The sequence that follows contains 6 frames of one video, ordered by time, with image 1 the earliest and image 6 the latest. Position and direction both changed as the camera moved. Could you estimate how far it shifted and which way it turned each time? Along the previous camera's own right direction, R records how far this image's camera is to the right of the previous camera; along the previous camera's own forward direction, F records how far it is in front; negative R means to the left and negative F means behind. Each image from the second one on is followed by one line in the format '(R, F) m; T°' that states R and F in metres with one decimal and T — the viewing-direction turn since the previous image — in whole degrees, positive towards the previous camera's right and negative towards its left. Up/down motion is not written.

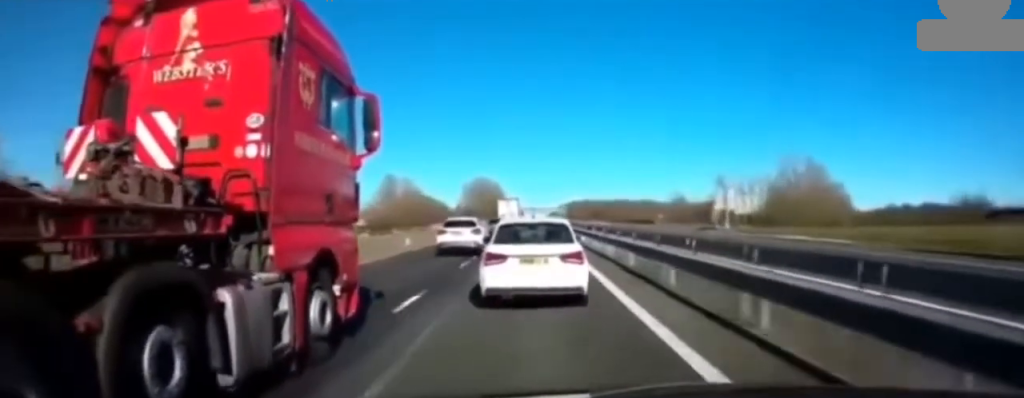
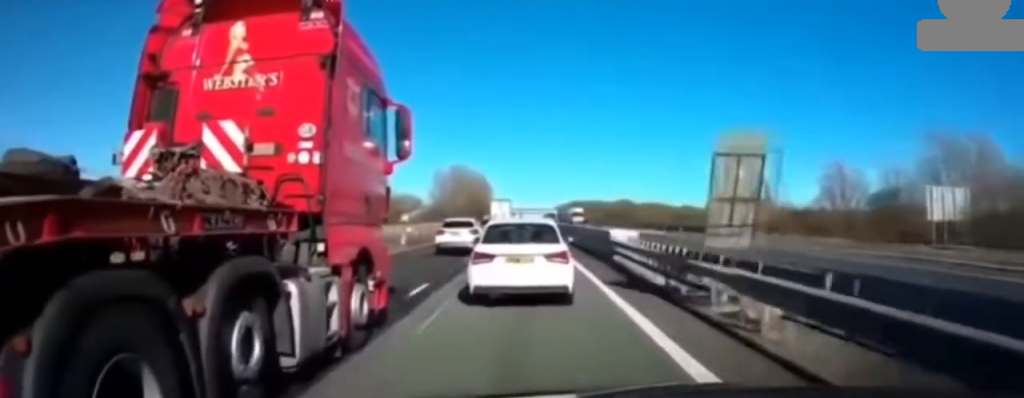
(0.0, +51.2) m; 0°
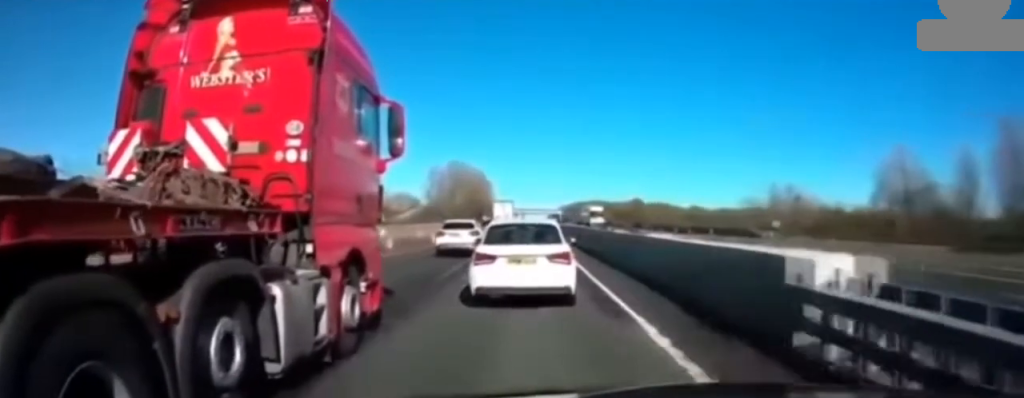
(-0.2, +14.0) m; -1°
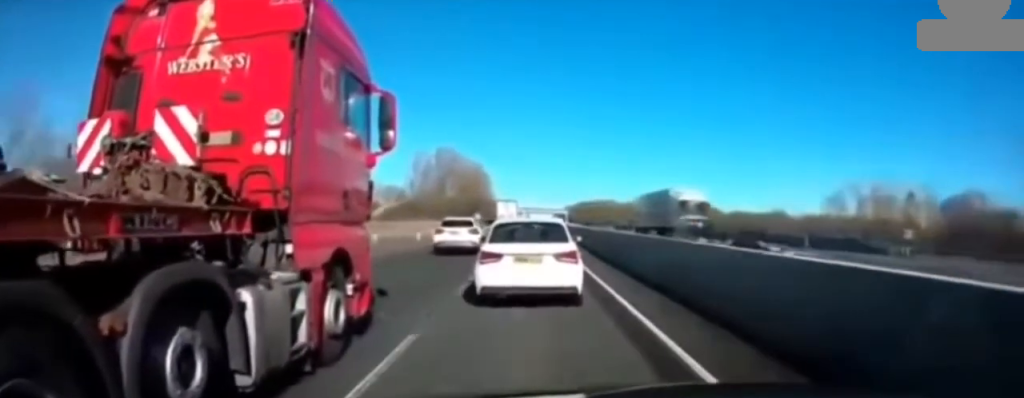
(-0.1, +25.6) m; 0°
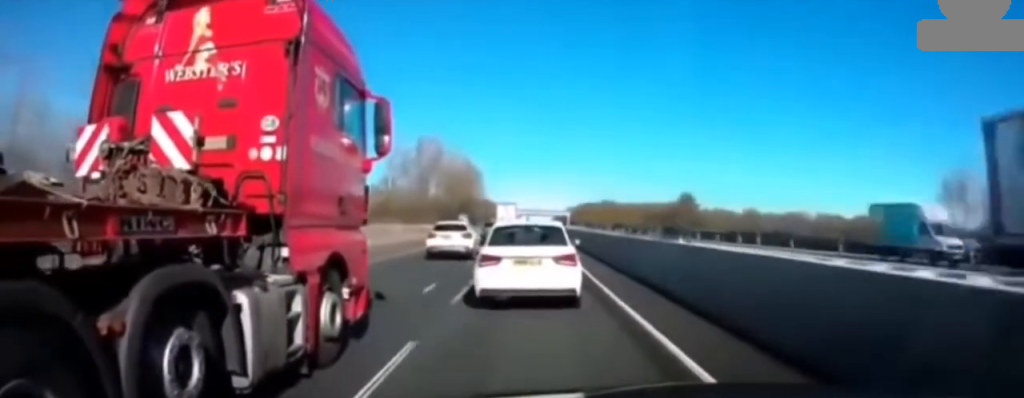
(+0.2, +22.0) m; -1°
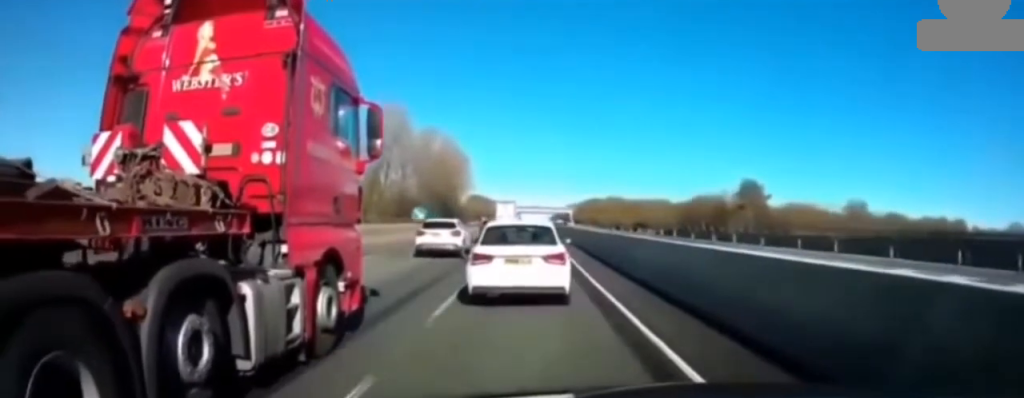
(-0.1, +33.9) m; 0°
